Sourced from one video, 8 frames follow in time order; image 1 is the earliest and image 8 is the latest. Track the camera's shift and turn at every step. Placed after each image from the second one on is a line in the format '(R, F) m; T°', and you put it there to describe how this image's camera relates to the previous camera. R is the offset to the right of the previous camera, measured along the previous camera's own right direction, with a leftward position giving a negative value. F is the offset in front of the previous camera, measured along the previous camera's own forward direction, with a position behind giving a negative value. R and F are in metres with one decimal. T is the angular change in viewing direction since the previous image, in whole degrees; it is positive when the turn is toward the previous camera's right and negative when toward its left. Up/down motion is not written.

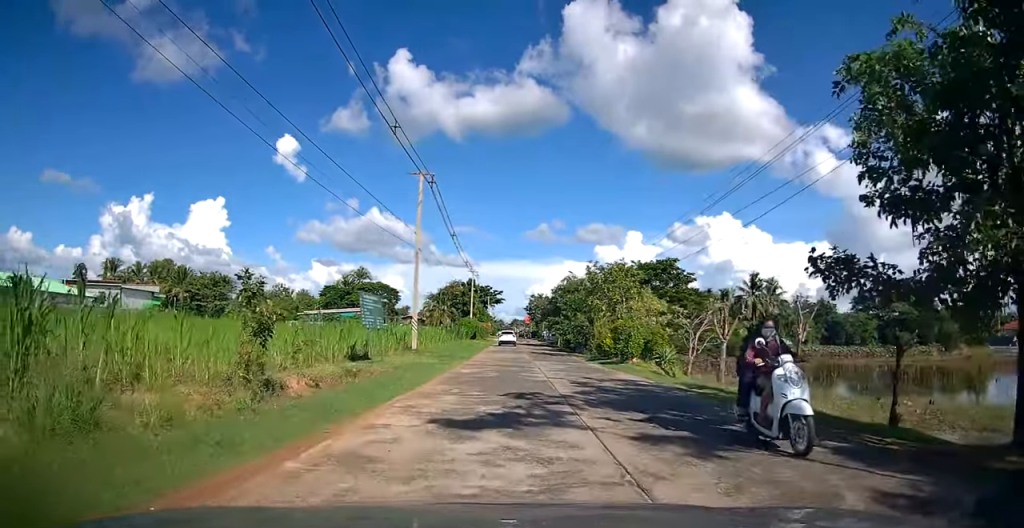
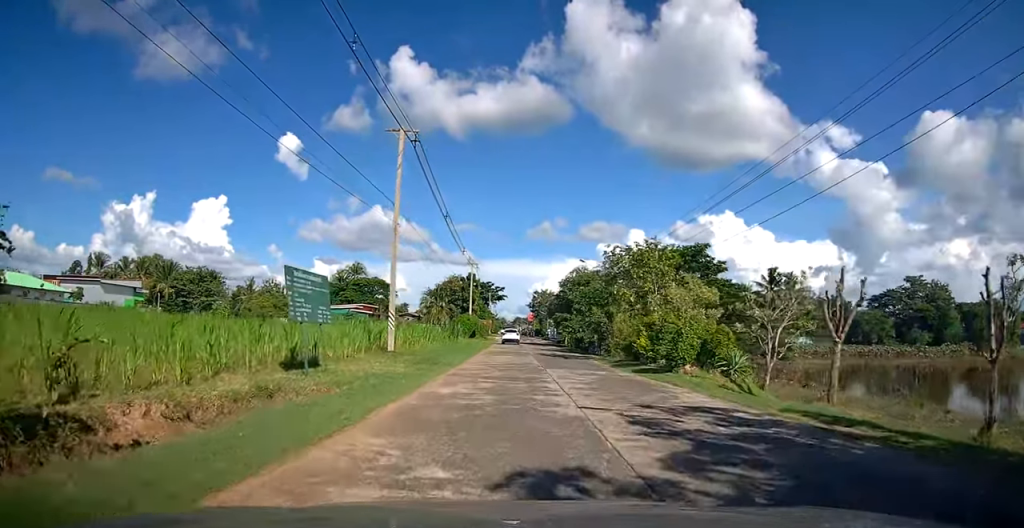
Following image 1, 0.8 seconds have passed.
(-0.3, +6.7) m; -1°
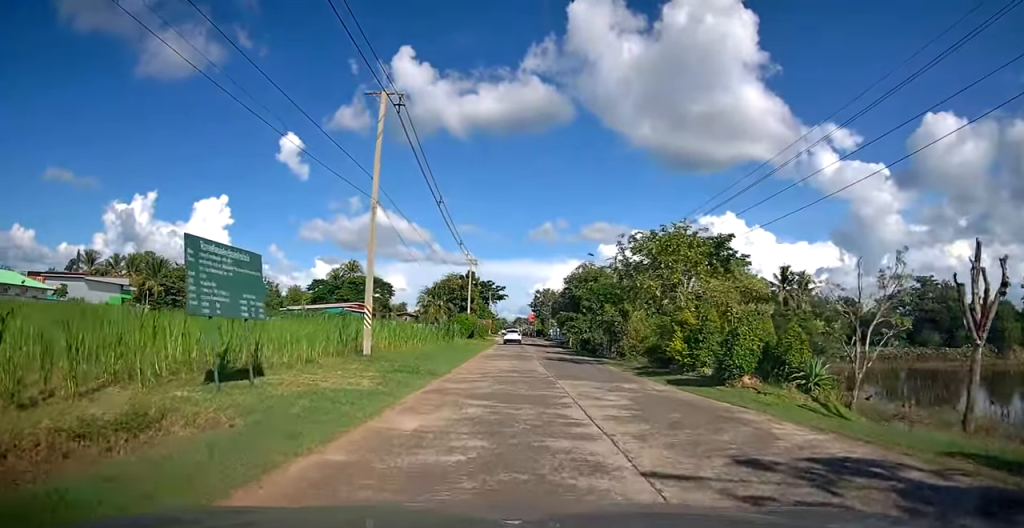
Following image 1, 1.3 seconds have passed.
(+0.1, +4.2) m; 0°
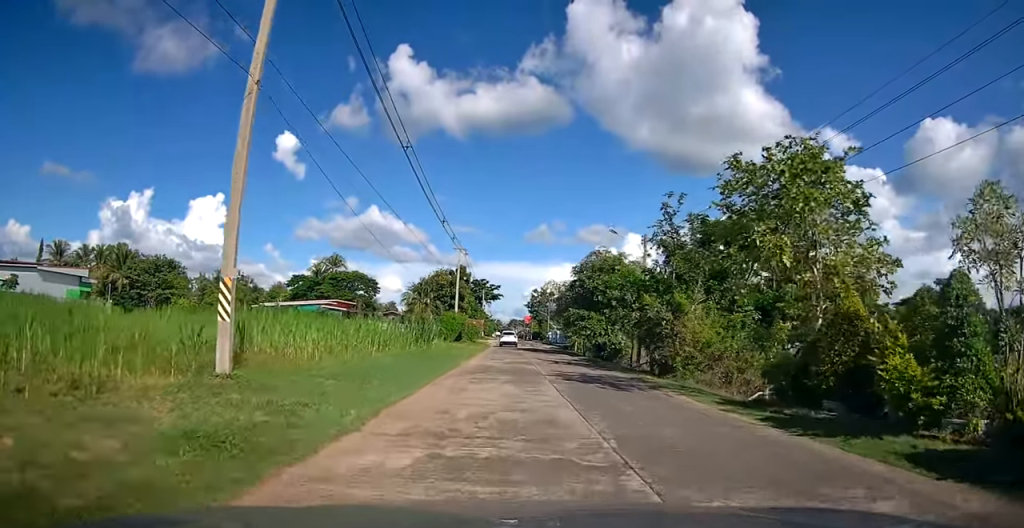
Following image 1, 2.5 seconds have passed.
(-0.1, +10.1) m; -1°
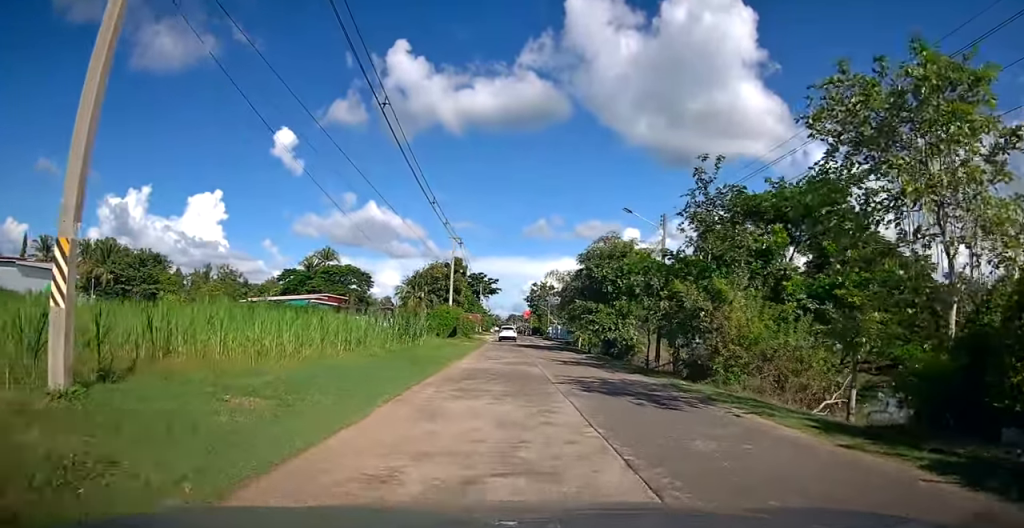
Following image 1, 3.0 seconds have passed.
(0.0, +4.1) m; 0°
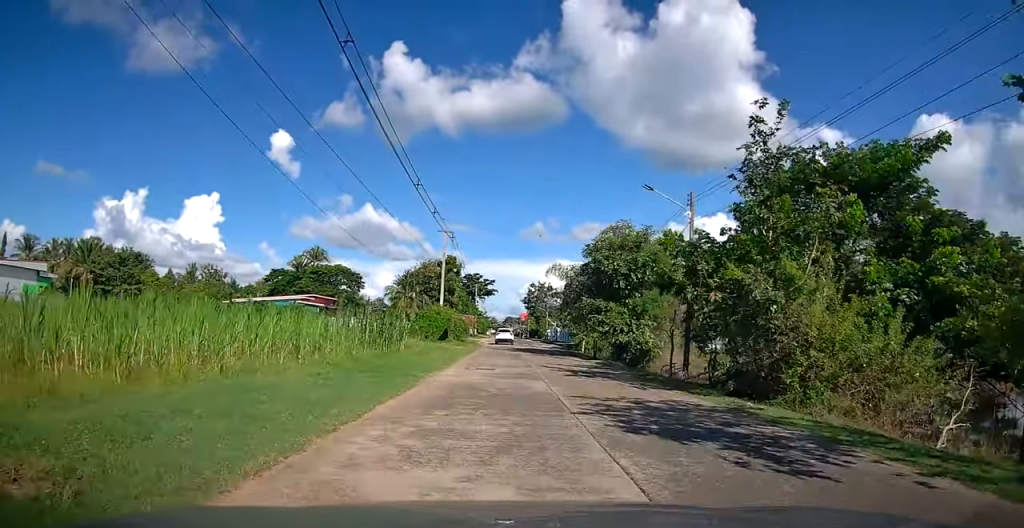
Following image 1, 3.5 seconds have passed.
(0.0, +4.6) m; +1°
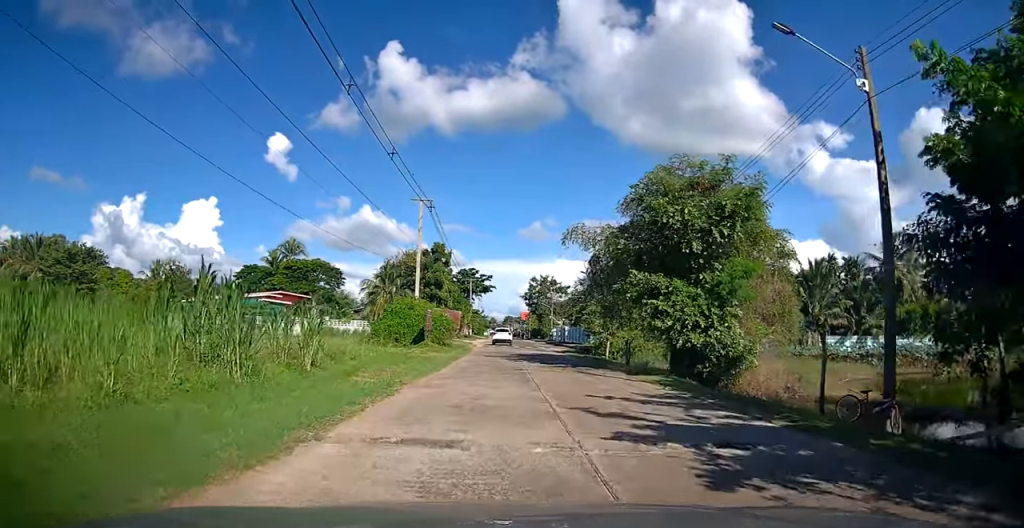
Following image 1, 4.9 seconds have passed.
(+0.2, +12.0) m; +2°
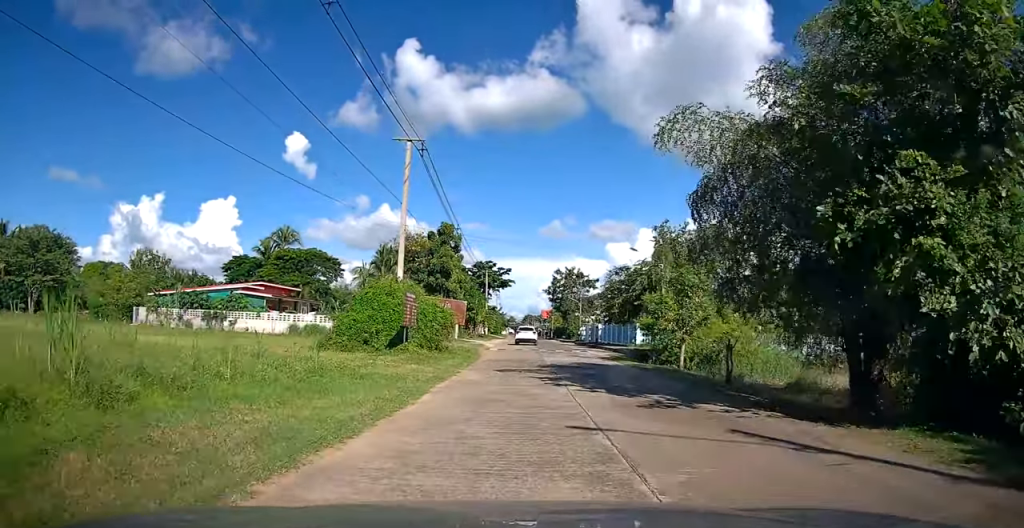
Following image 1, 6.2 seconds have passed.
(+0.1, +11.7) m; 0°
